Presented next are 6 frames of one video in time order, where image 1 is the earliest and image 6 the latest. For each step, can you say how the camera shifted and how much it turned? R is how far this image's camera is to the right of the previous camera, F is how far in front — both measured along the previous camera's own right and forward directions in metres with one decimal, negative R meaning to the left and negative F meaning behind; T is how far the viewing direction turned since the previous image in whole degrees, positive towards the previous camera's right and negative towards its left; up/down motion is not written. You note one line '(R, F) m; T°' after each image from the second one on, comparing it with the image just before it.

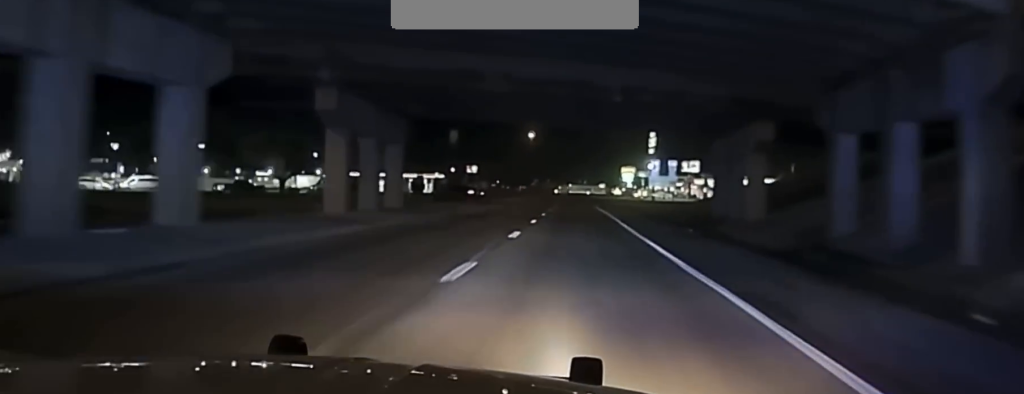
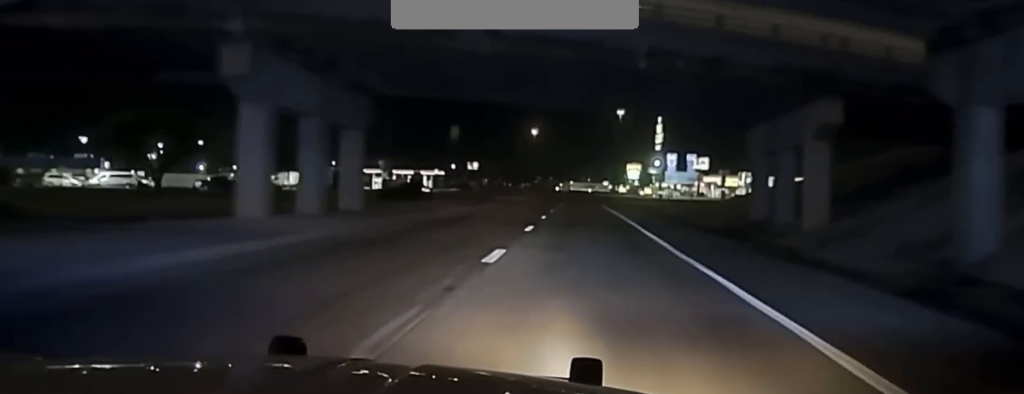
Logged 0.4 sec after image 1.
(-0.2, +7.0) m; -1°
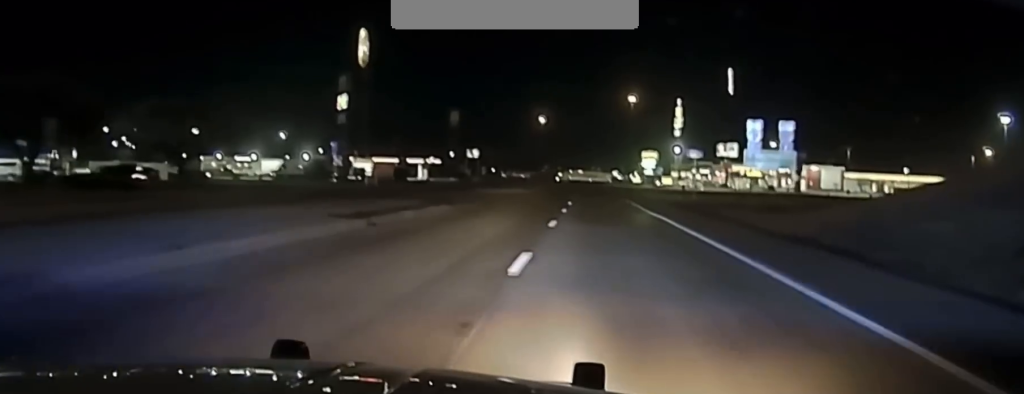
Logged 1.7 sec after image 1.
(-0.4, +21.9) m; -1°
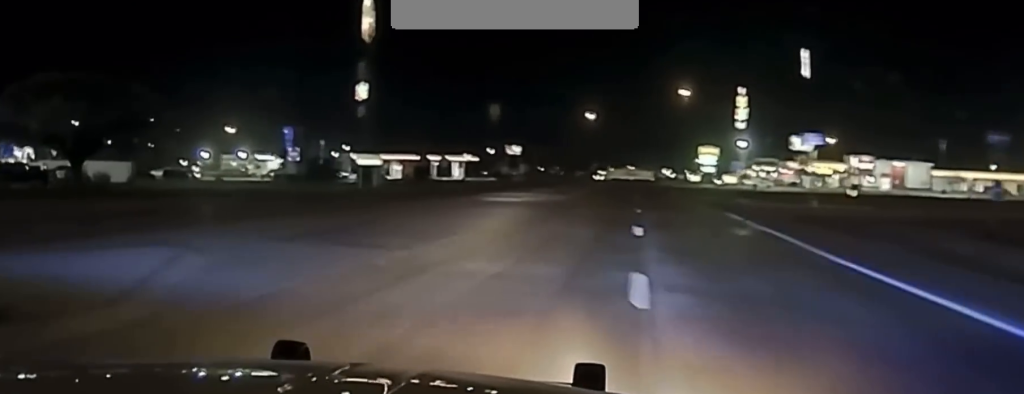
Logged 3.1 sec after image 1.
(+0.2, +28.0) m; -4°
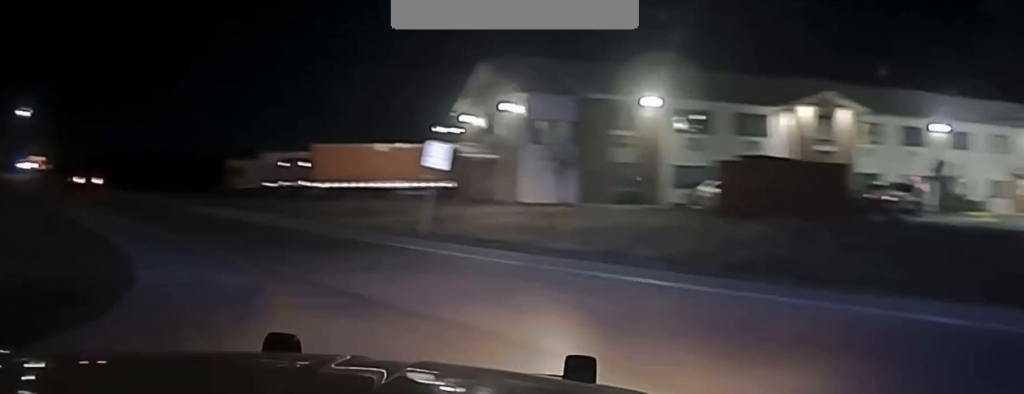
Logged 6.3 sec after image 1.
(-23.9, +31.5) m; -93°
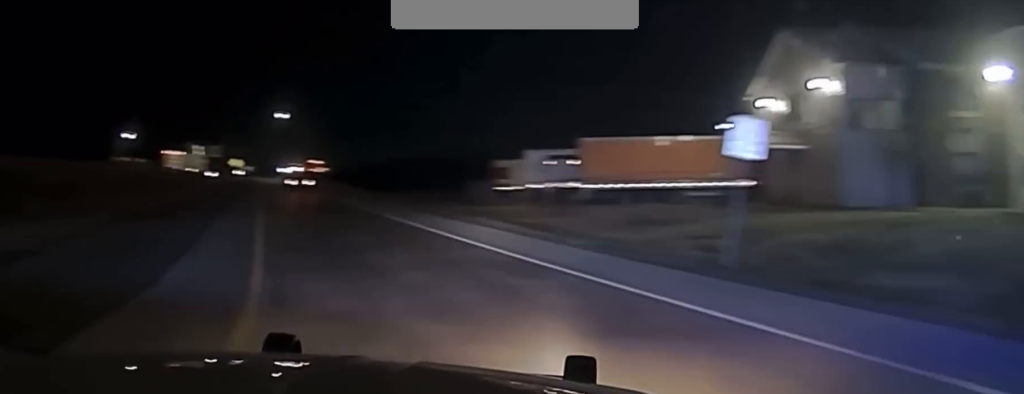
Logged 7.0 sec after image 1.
(-1.9, +9.9) m; -17°
